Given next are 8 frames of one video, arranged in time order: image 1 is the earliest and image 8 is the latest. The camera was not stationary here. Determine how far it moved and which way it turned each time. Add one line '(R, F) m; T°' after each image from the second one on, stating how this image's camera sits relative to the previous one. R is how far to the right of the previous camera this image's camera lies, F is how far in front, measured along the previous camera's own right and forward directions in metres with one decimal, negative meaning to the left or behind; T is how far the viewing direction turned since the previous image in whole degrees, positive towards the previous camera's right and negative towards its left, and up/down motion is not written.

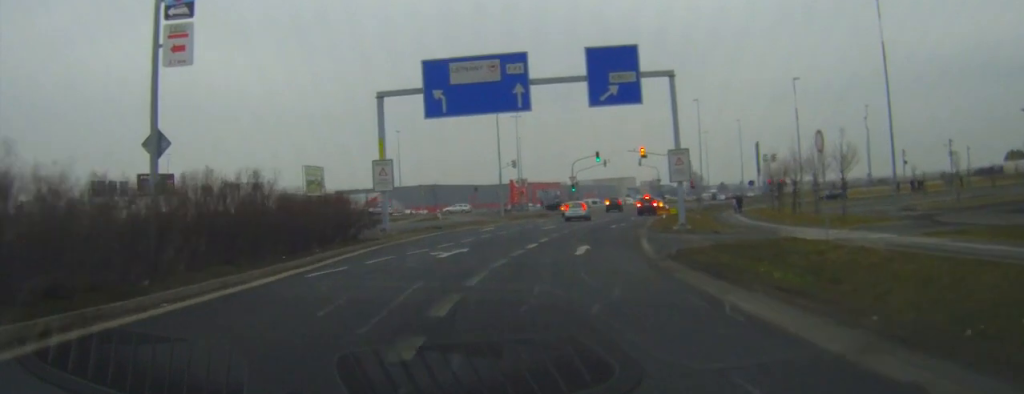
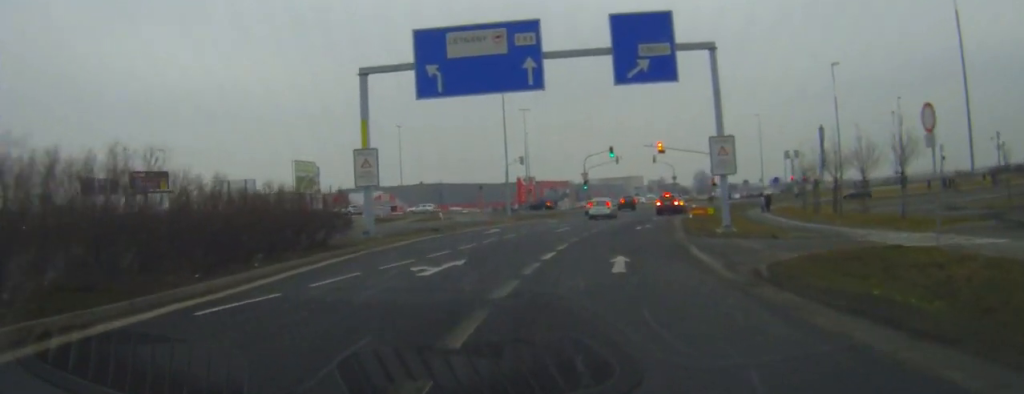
(+0.1, +7.5) m; 0°
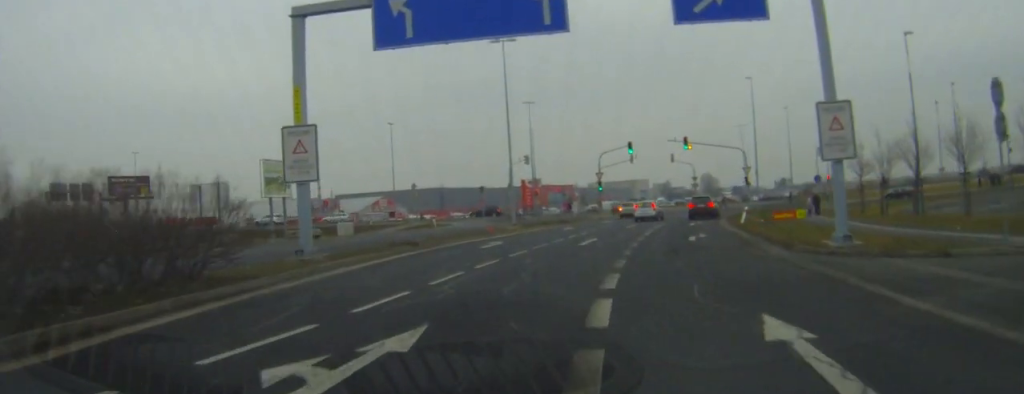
(0.0, +11.7) m; -1°
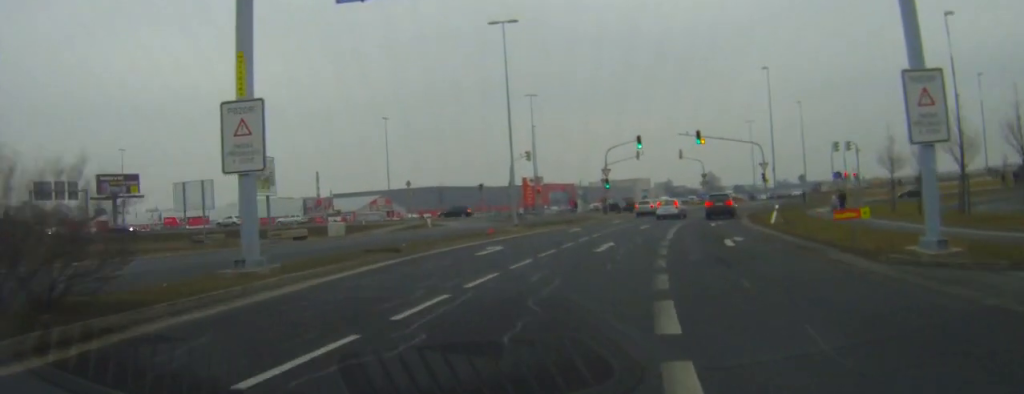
(+0.1, +5.3) m; -1°
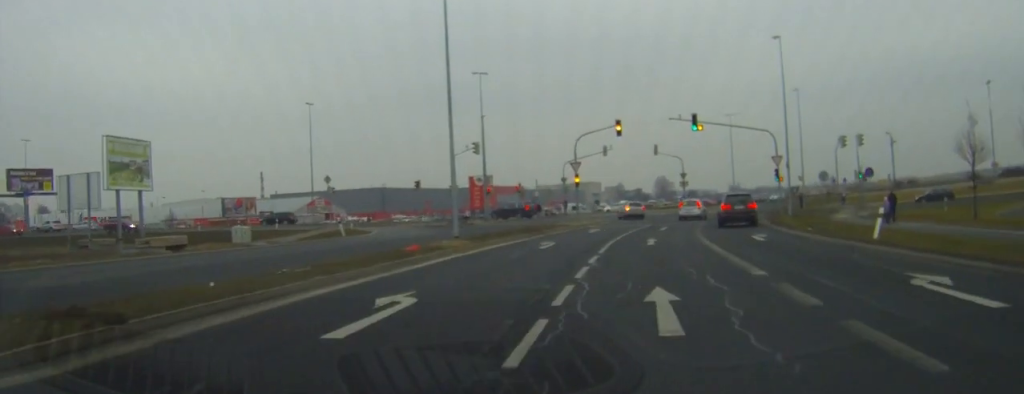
(+0.1, +16.6) m; +4°
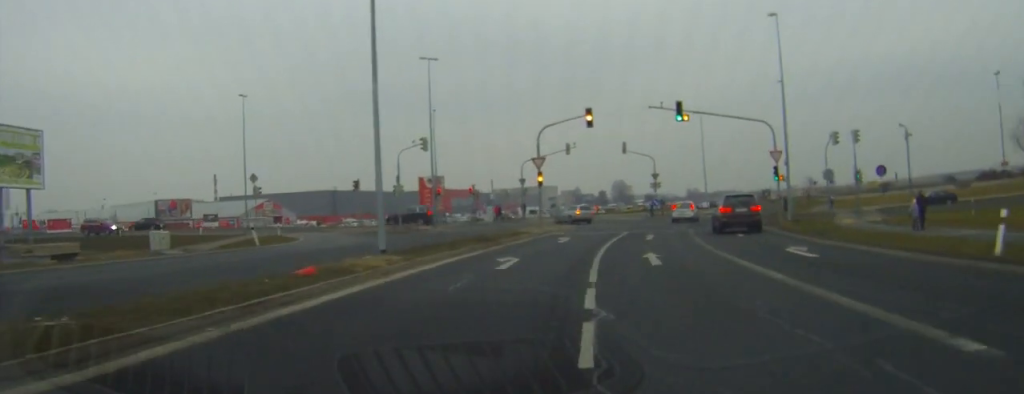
(+0.5, +8.6) m; +3°
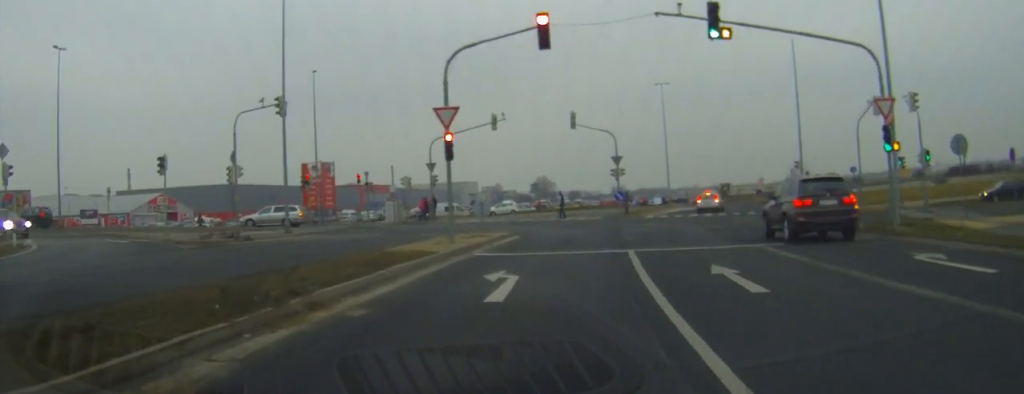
(+0.3, +22.0) m; +3°
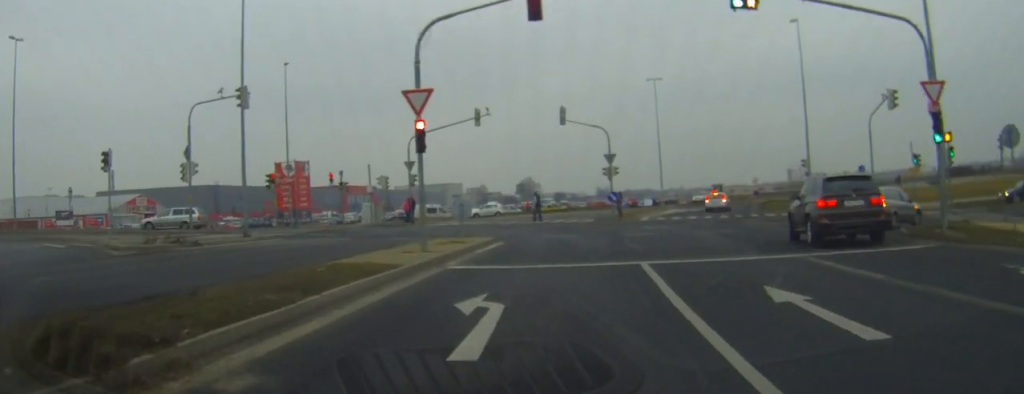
(+0.1, +4.0) m; +1°
